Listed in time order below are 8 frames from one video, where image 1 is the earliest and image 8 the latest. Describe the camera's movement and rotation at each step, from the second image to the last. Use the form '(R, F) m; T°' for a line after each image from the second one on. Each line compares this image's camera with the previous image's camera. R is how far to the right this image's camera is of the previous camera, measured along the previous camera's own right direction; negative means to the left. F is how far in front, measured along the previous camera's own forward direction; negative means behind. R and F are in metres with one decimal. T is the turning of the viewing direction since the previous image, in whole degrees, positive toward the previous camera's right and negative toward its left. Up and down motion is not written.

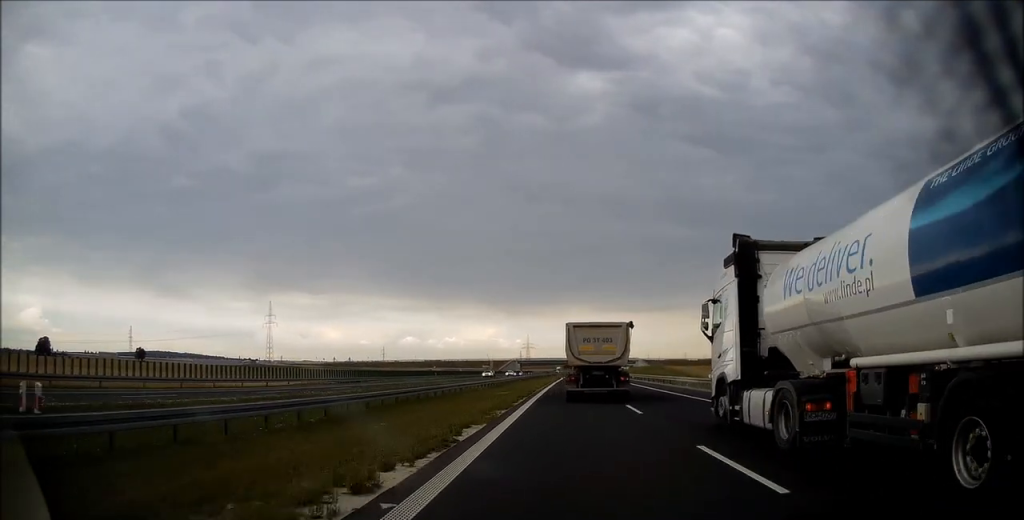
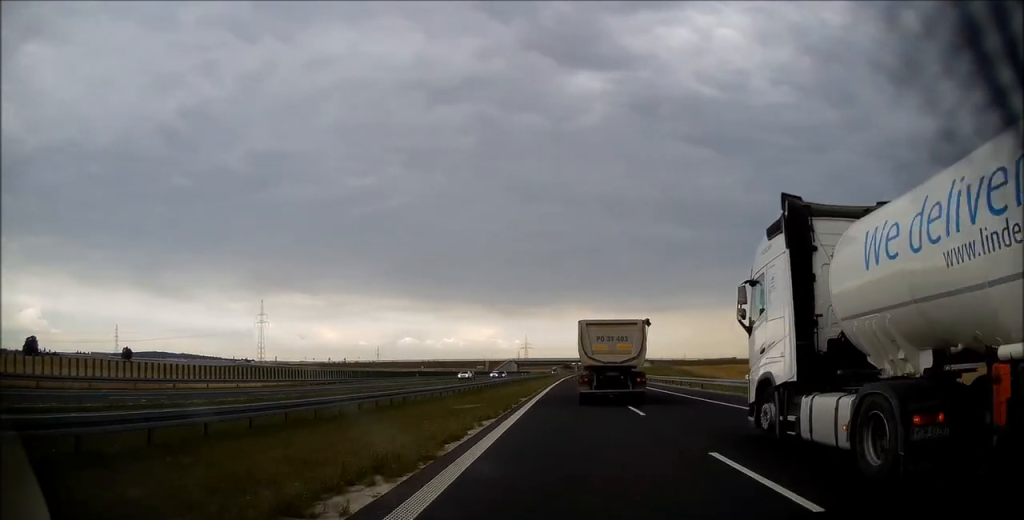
(0.0, +12.8) m; 0°
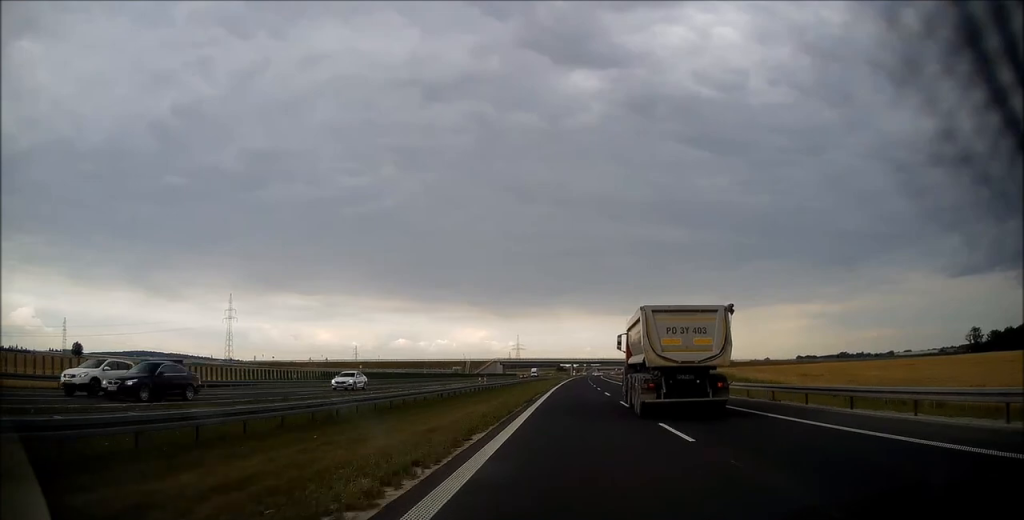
(+0.2, +41.8) m; +1°
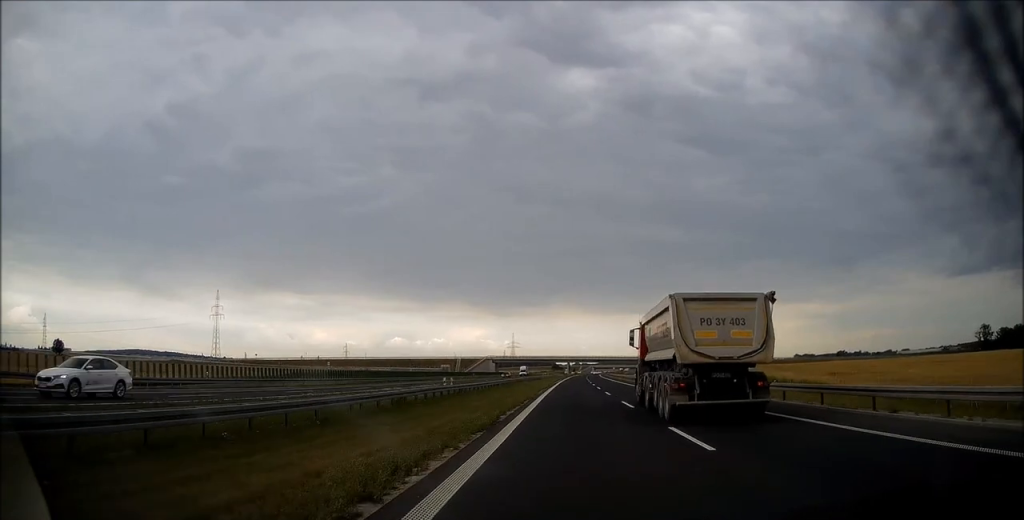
(0.0, +13.4) m; 0°
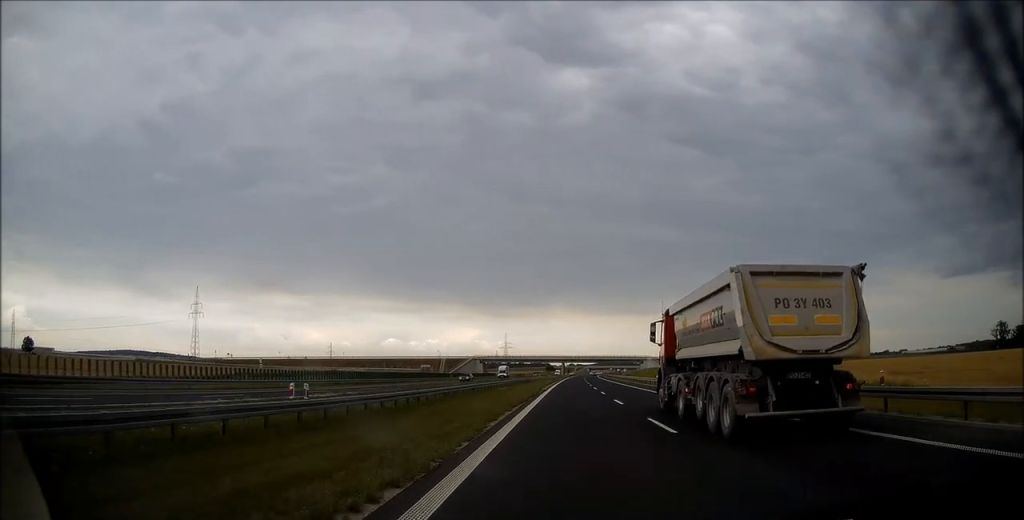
(0.0, +20.5) m; 0°
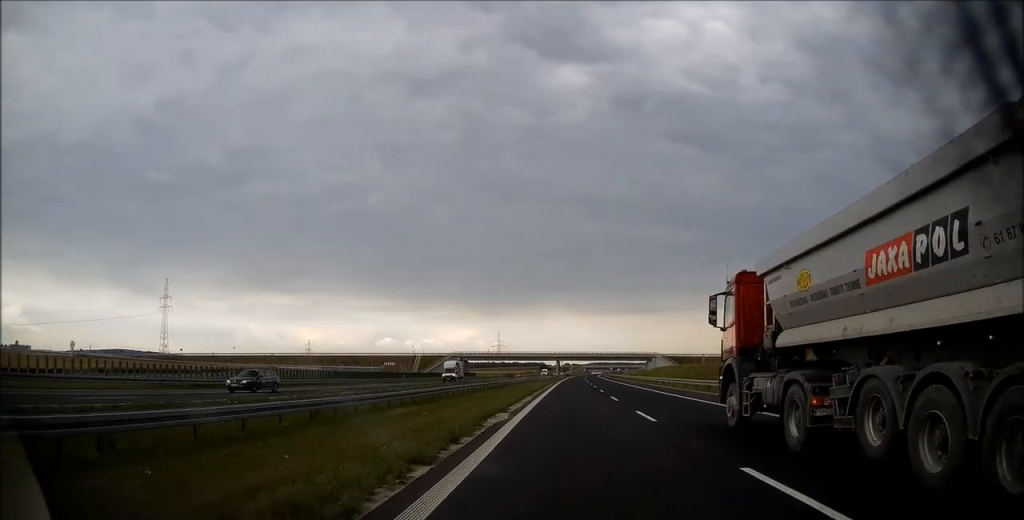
(+0.1, +32.4) m; +1°
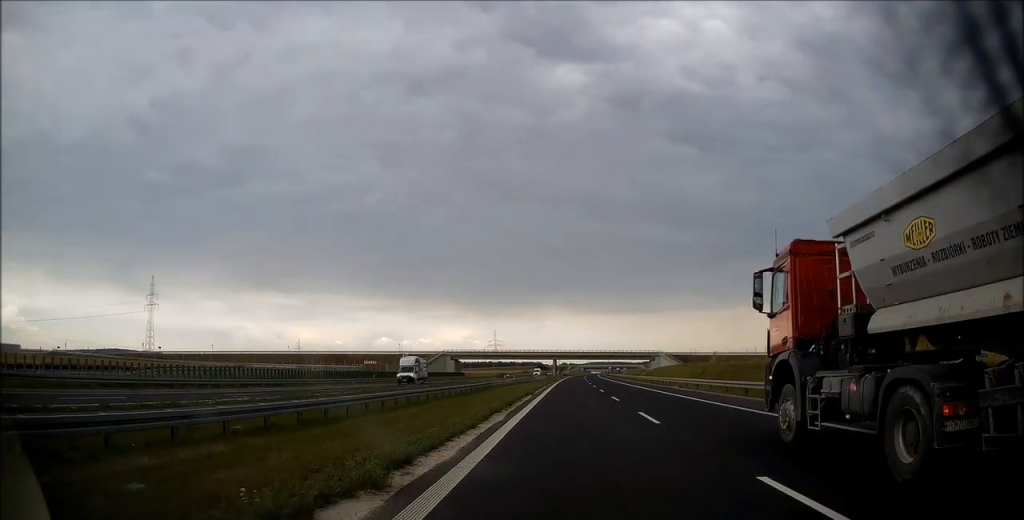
(+0.1, +12.7) m; 0°
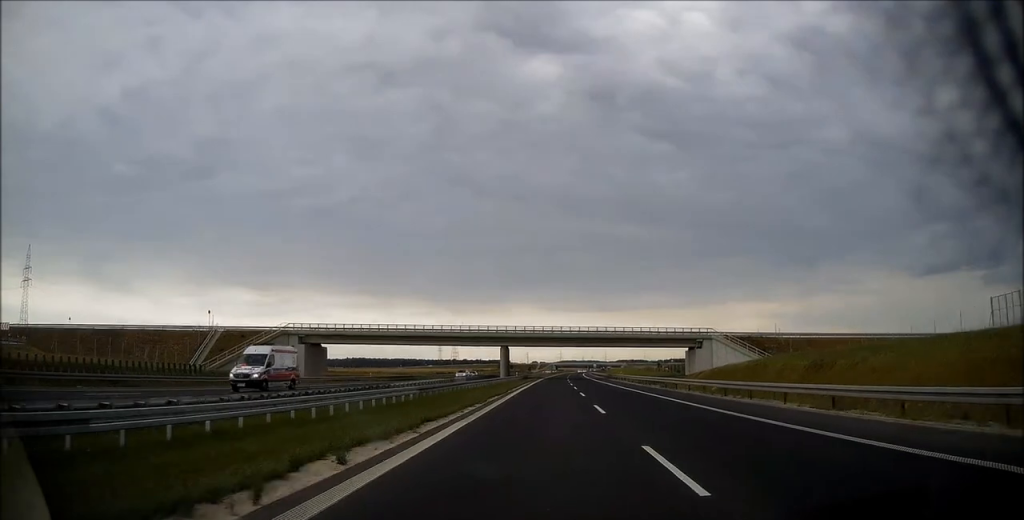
(+1.7, +91.5) m; +2°
